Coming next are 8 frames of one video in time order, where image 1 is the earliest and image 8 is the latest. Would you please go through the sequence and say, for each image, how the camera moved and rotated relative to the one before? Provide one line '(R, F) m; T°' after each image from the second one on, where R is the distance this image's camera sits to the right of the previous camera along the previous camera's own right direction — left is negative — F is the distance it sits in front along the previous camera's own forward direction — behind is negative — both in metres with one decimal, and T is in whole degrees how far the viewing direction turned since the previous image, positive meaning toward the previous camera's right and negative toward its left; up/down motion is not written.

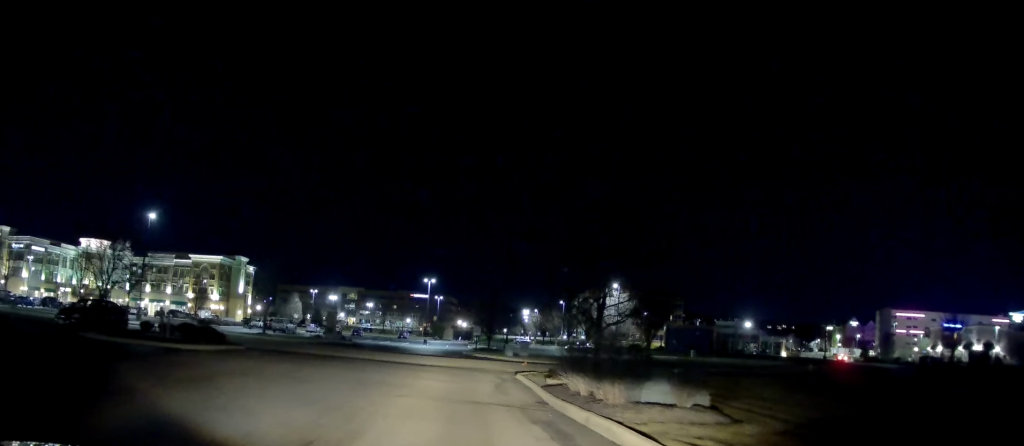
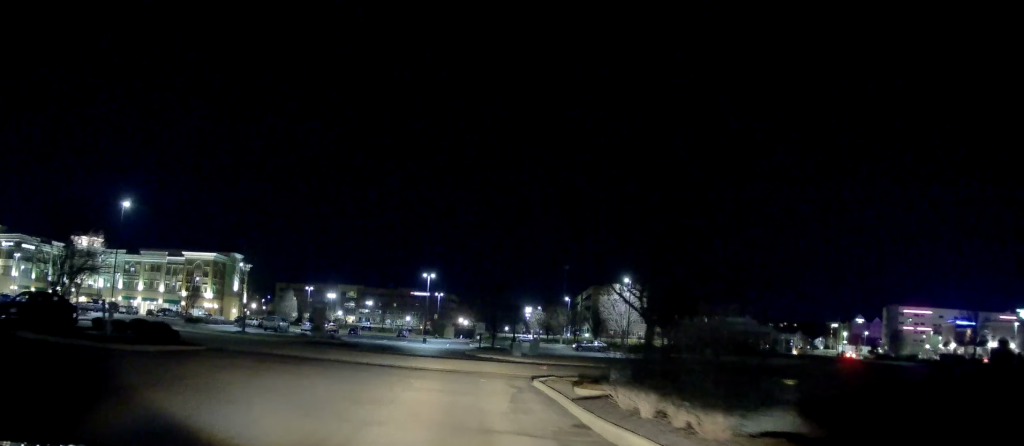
(0.0, +5.1) m; -1°
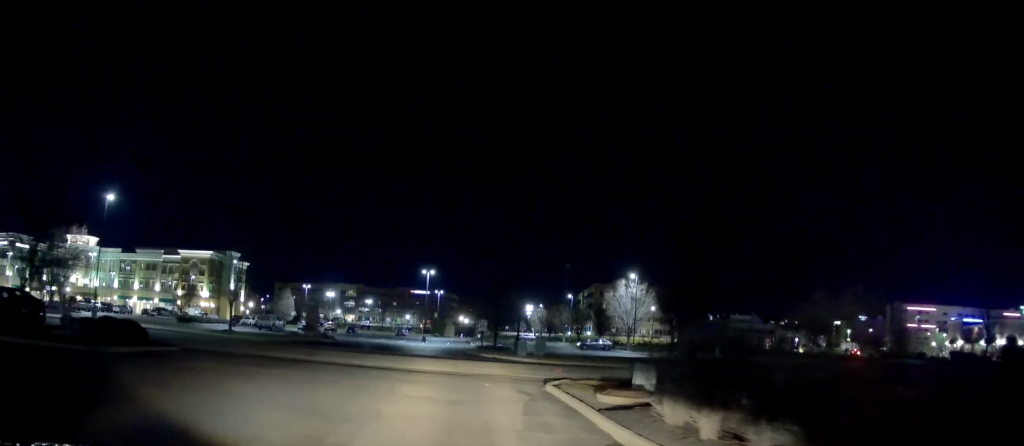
(0.0, +2.7) m; -3°
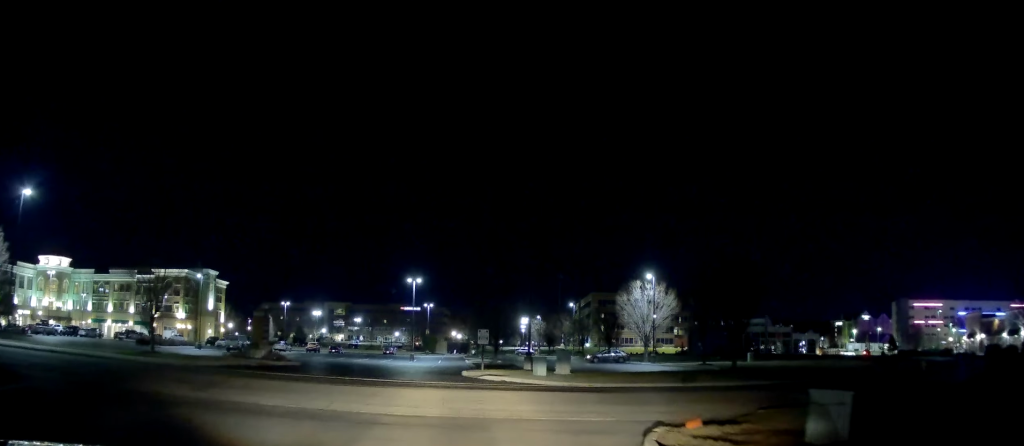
(-0.9, +10.1) m; -2°
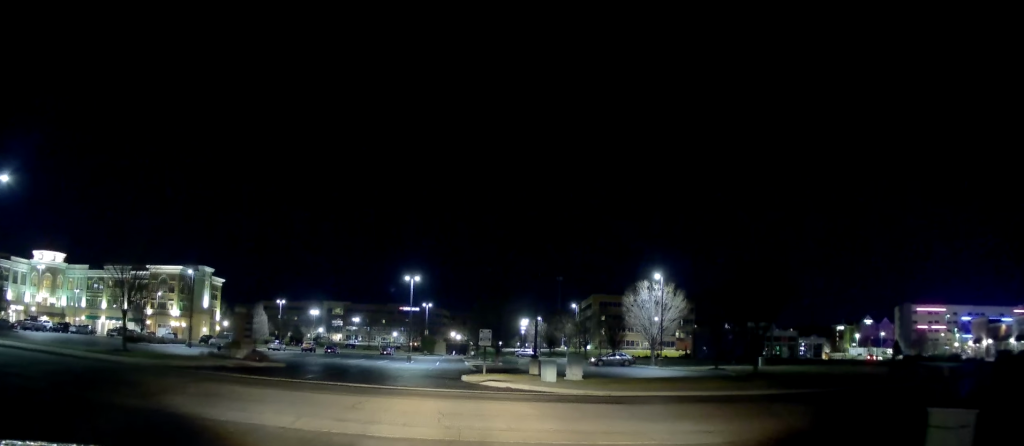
(+0.3, +3.1) m; +6°
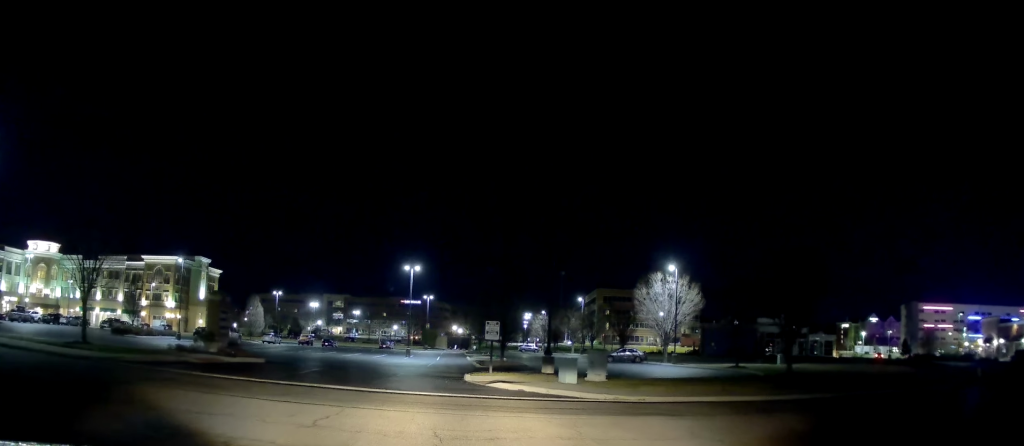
(0.0, +4.2) m; 0°
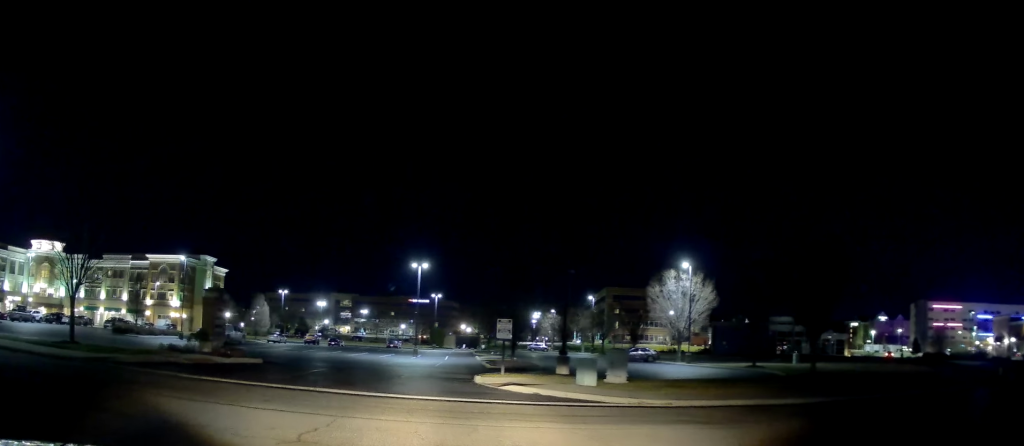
(0.0, +2.1) m; -2°
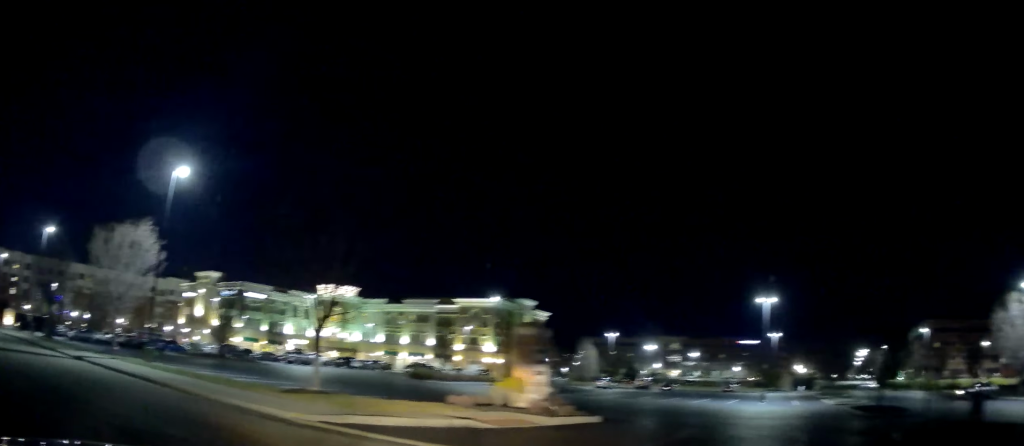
(-1.6, +7.0) m; -31°
